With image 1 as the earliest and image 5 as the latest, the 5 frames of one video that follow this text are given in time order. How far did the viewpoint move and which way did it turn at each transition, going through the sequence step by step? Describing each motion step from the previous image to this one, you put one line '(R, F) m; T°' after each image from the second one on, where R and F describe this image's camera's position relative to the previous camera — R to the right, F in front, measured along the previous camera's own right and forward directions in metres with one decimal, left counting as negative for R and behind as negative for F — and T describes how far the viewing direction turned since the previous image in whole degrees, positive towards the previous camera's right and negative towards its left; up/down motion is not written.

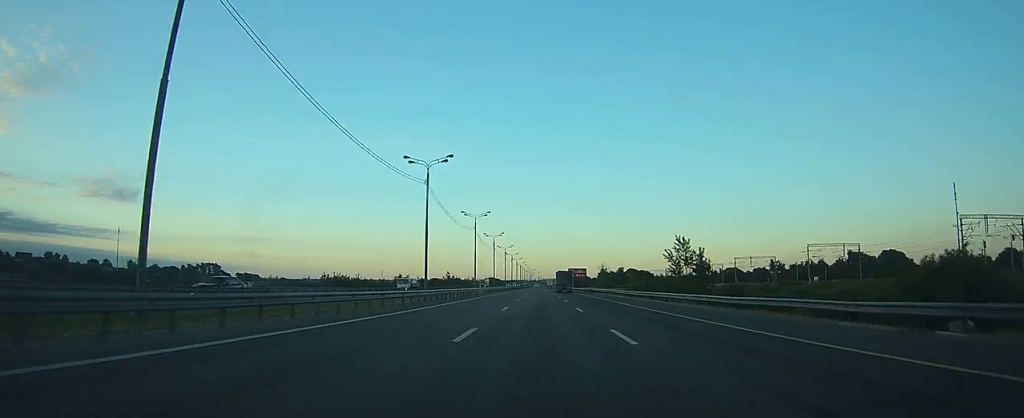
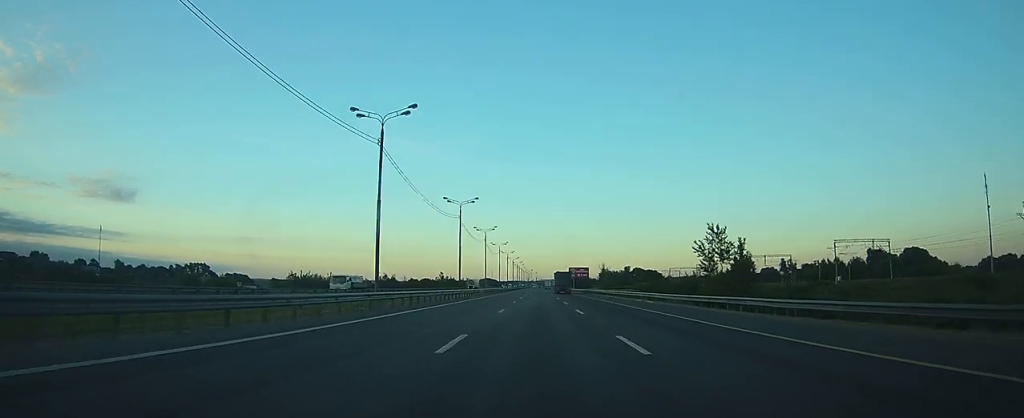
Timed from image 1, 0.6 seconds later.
(0.0, +17.5) m; 0°
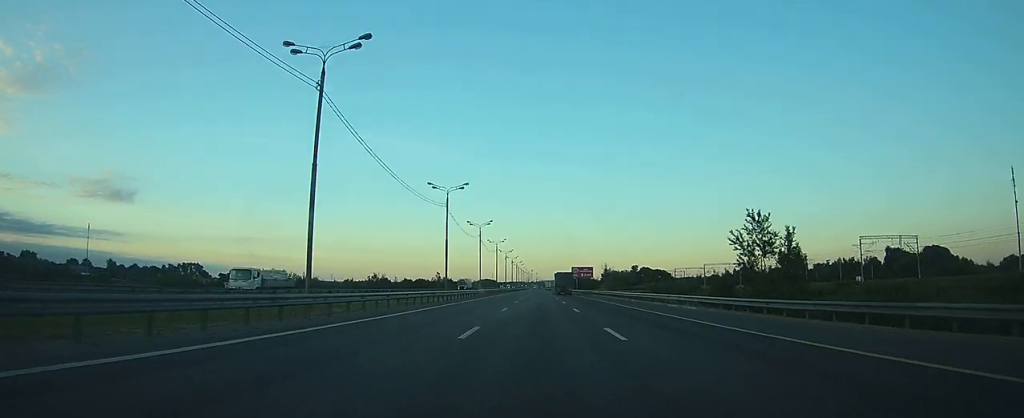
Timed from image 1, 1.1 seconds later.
(0.0, +12.9) m; 0°
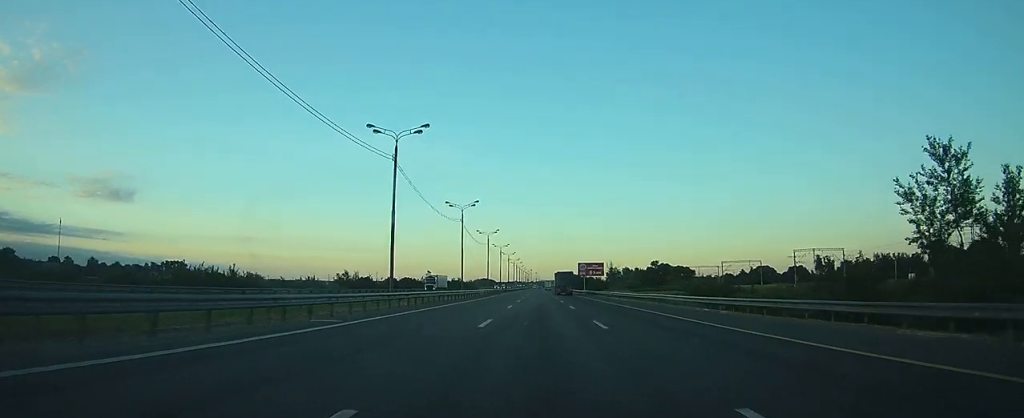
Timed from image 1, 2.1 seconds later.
(+0.1, +27.7) m; 0°
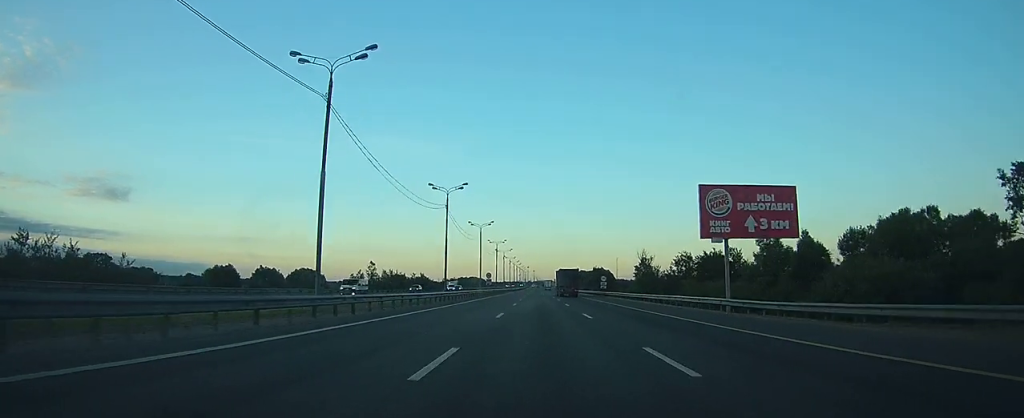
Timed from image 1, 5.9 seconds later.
(-0.5, +105.6) m; 0°
